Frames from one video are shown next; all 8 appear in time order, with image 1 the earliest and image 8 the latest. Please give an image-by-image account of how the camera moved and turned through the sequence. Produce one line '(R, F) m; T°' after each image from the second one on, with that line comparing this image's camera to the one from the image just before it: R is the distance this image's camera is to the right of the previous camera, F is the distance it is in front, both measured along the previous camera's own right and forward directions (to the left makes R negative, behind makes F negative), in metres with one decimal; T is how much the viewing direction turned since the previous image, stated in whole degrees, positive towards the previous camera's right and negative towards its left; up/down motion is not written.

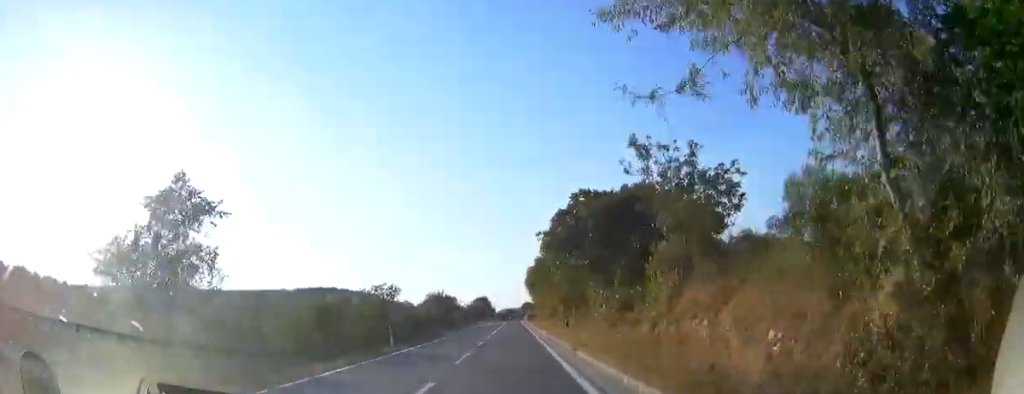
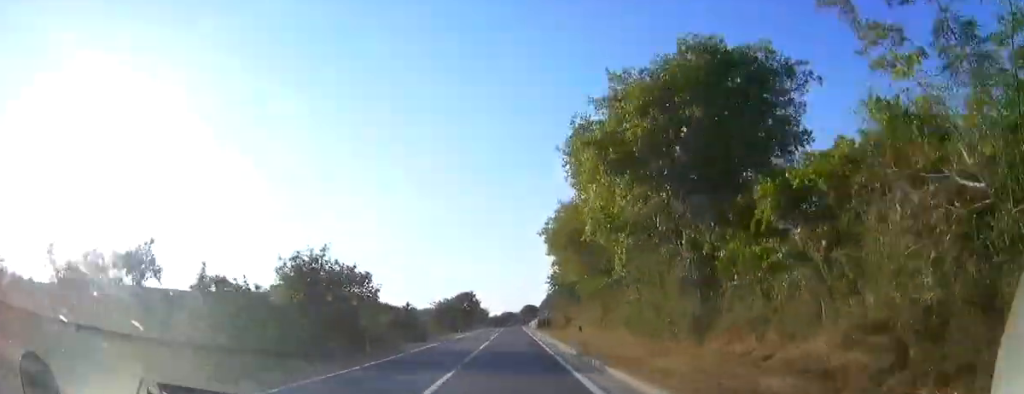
(-0.1, +44.1) m; 0°
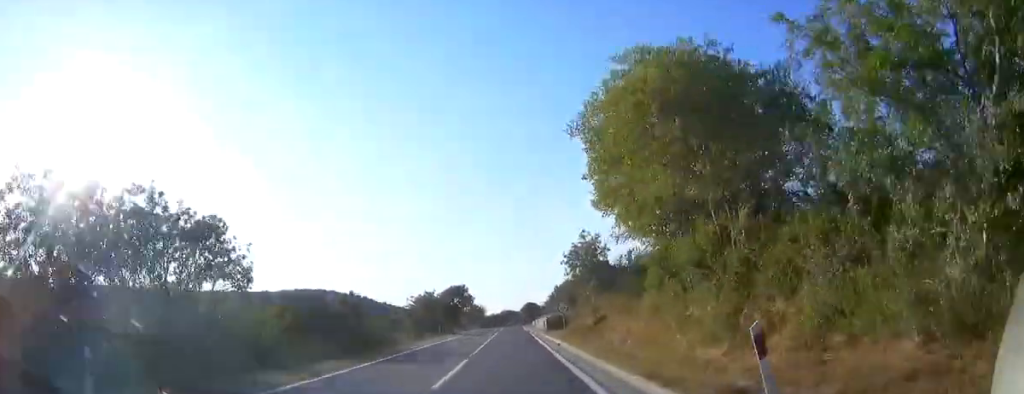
(0.0, +15.6) m; 0°
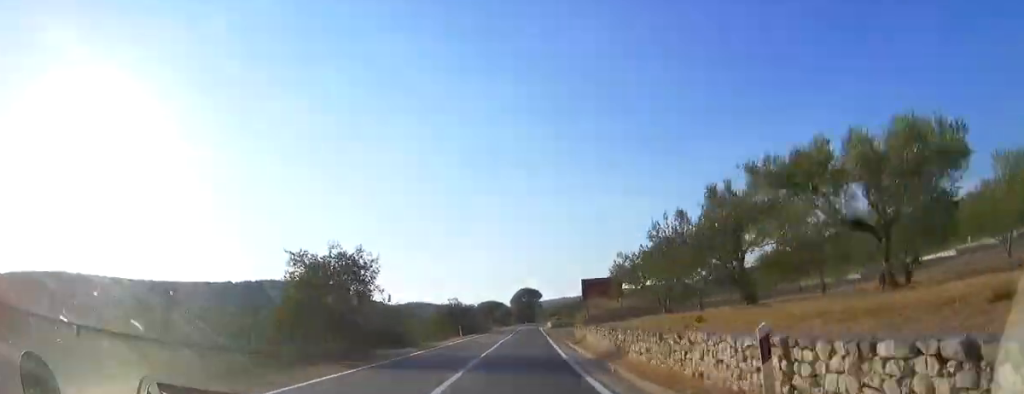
(+0.5, +82.7) m; +1°
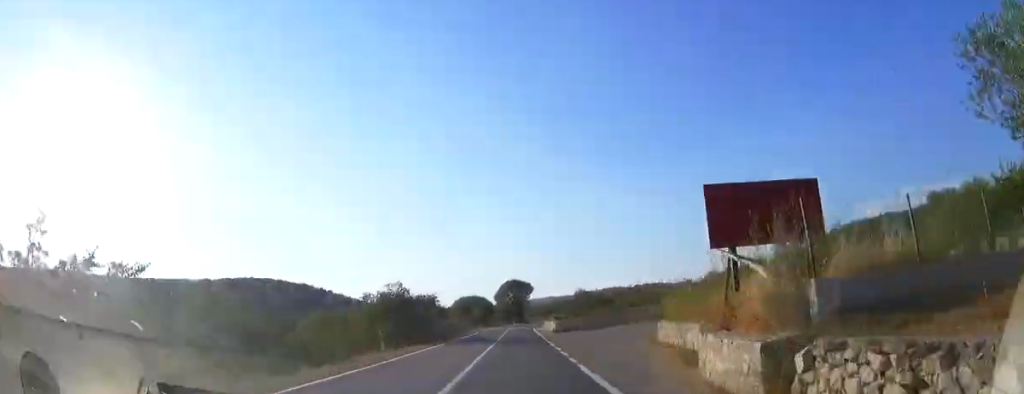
(-0.3, +24.5) m; +1°
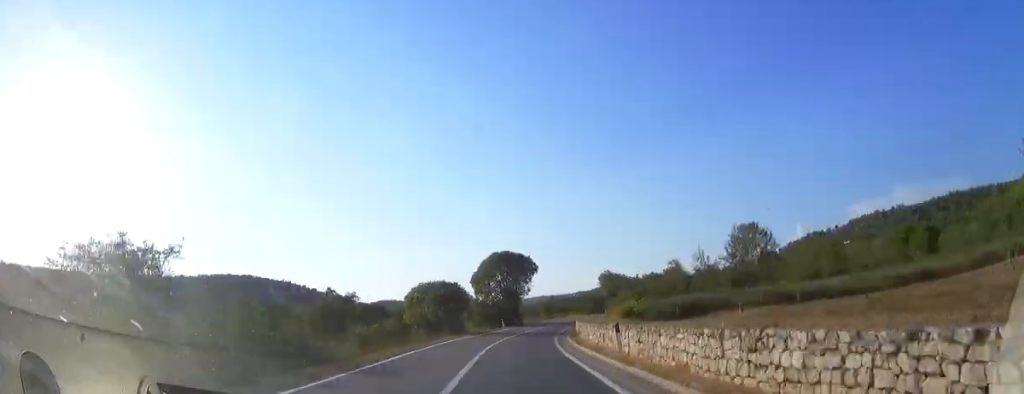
(+1.0, +44.0) m; +3°
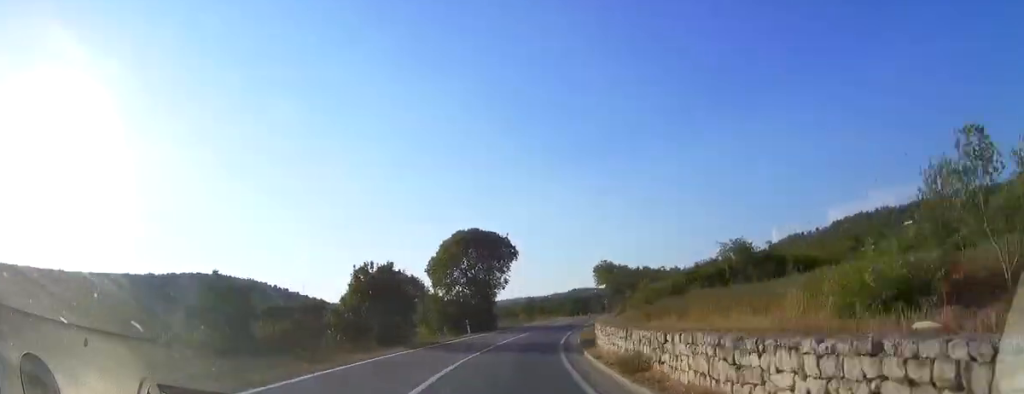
(+0.4, +16.9) m; +2°
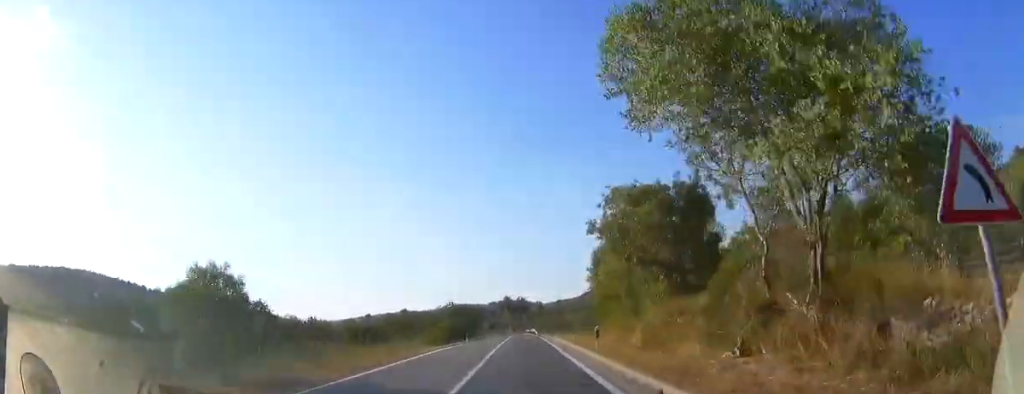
(+4.0, +55.5) m; +9°
